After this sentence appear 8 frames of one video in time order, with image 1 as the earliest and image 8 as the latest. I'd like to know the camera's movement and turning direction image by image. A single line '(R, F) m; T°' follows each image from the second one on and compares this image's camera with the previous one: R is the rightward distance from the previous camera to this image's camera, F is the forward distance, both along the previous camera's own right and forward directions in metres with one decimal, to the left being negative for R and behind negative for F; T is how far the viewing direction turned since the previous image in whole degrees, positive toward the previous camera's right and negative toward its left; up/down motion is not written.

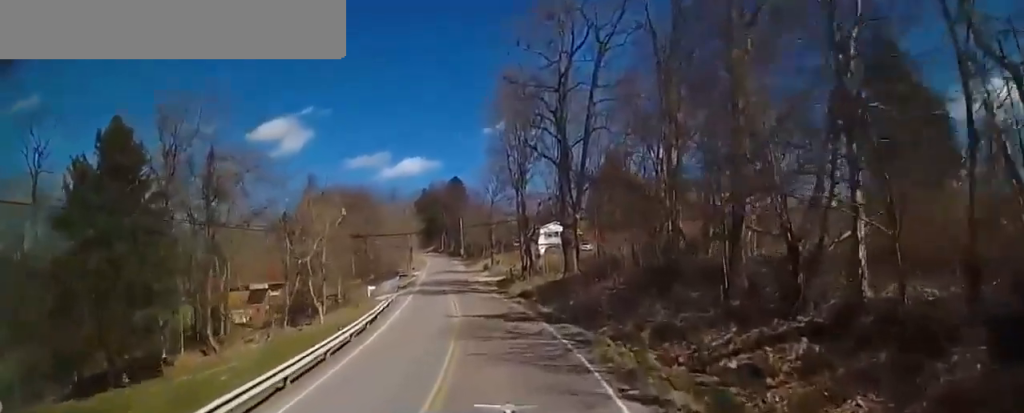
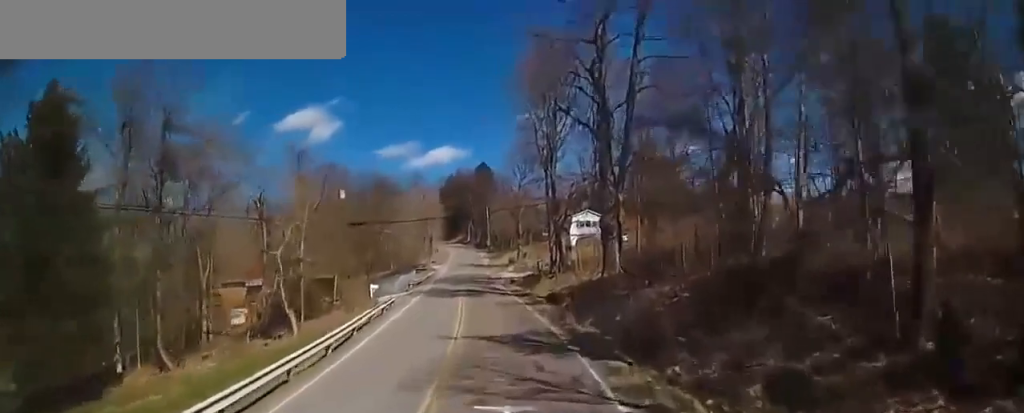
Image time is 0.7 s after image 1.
(0.0, +7.1) m; -1°
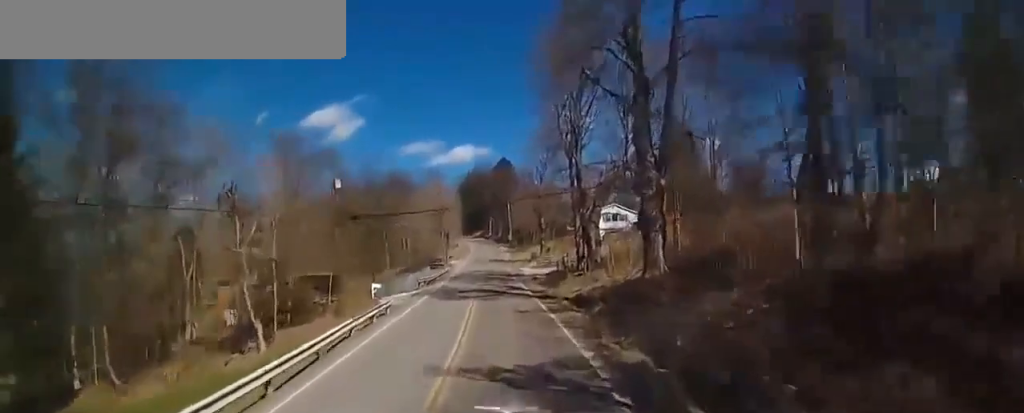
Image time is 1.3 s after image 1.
(-0.1, +5.3) m; -7°
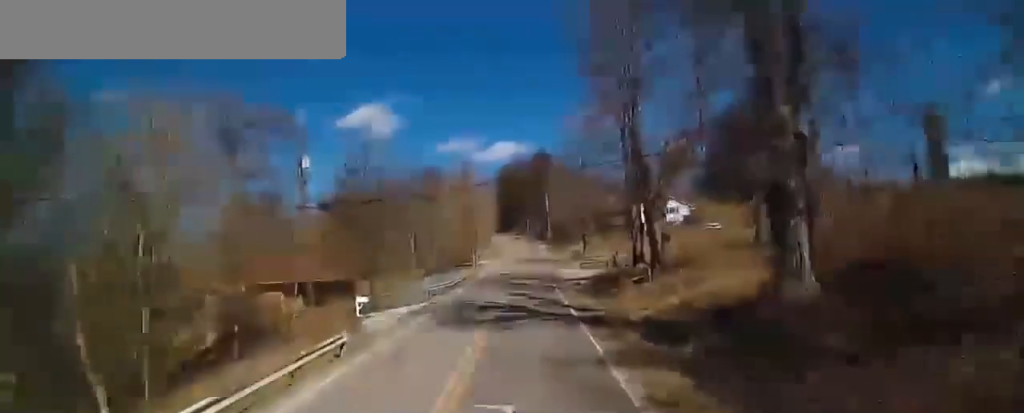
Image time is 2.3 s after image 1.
(-1.3, +10.0) m; -18°
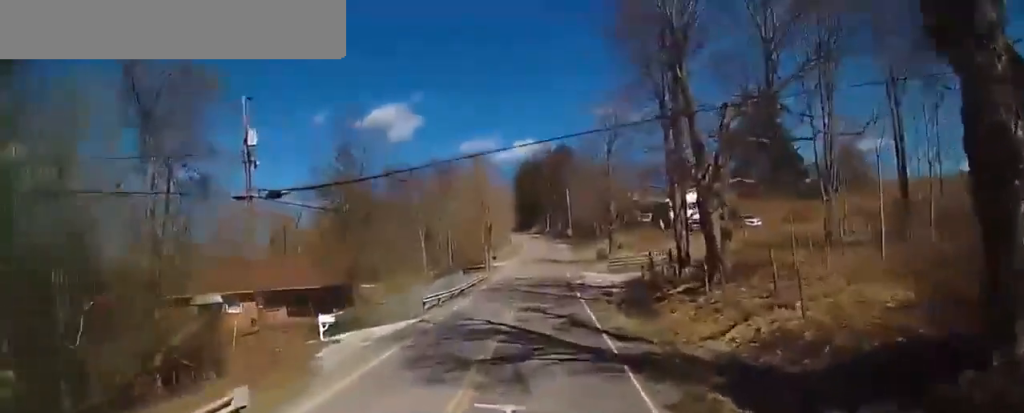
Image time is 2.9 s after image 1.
(-0.6, +6.6) m; -10°
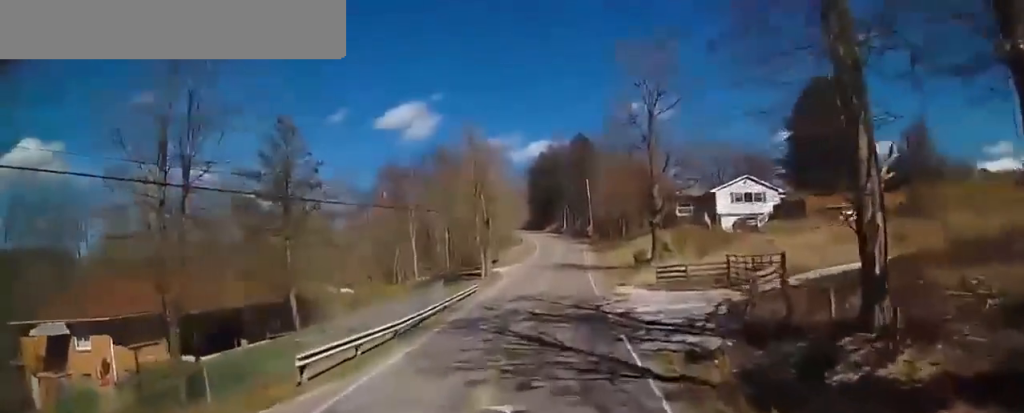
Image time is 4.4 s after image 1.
(-0.7, +16.2) m; +4°
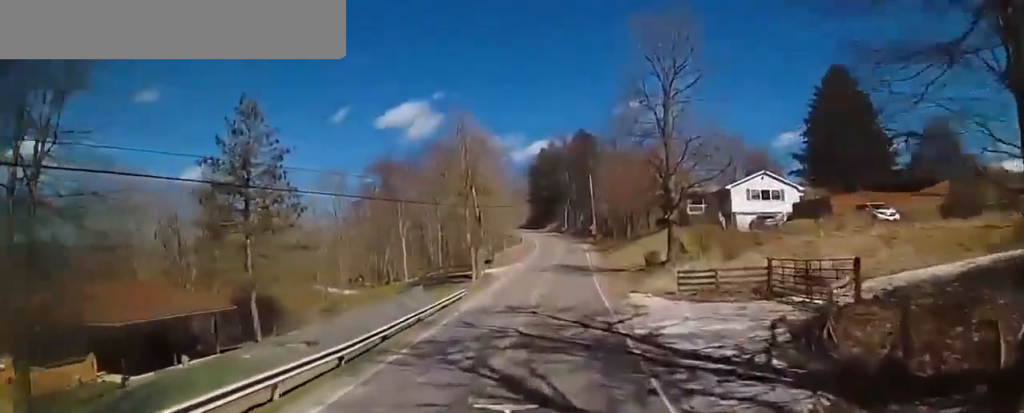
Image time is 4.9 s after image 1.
(+0.2, +5.3) m; +5°
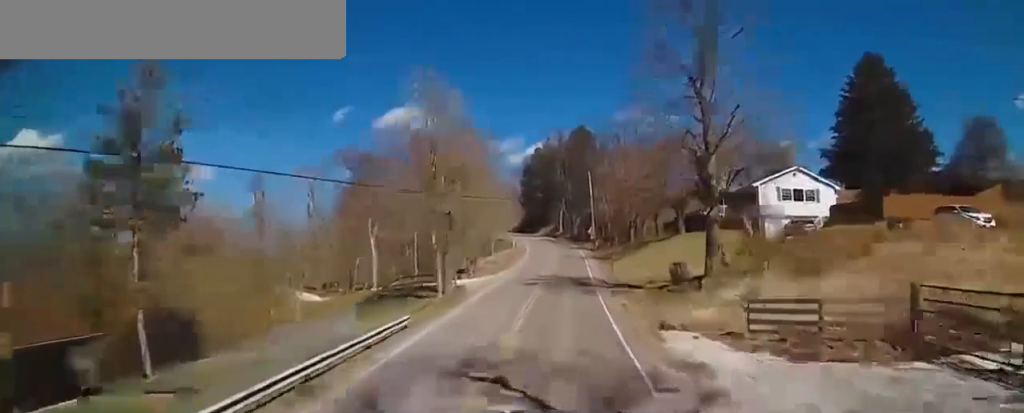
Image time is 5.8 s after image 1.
(+0.3, +9.8) m; +10°
